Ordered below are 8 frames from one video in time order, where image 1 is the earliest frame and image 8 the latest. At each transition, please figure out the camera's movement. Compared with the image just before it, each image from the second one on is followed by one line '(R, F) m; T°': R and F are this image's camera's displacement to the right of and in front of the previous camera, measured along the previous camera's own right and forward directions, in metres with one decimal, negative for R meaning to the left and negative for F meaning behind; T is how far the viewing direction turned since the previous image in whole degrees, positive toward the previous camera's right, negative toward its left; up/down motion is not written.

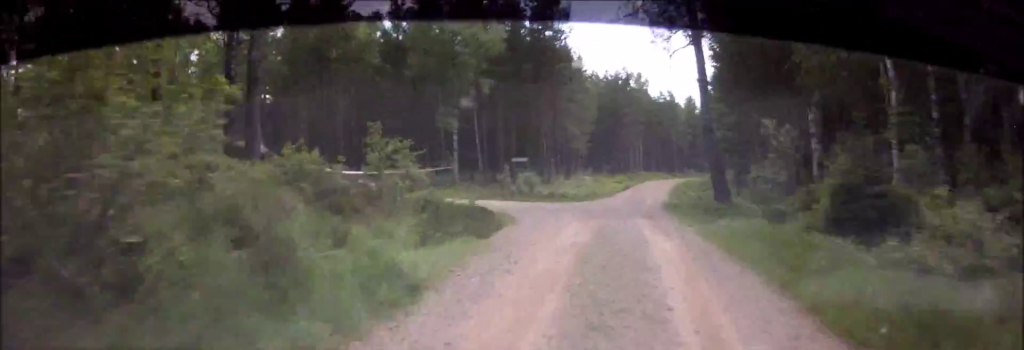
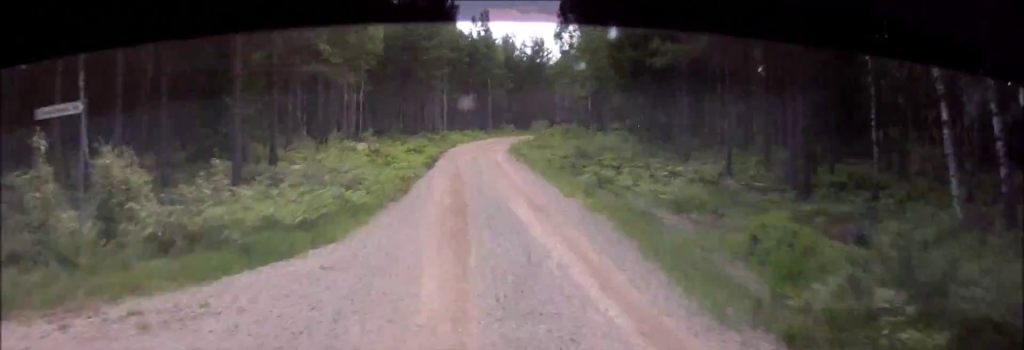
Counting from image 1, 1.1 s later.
(-0.8, +31.4) m; 0°
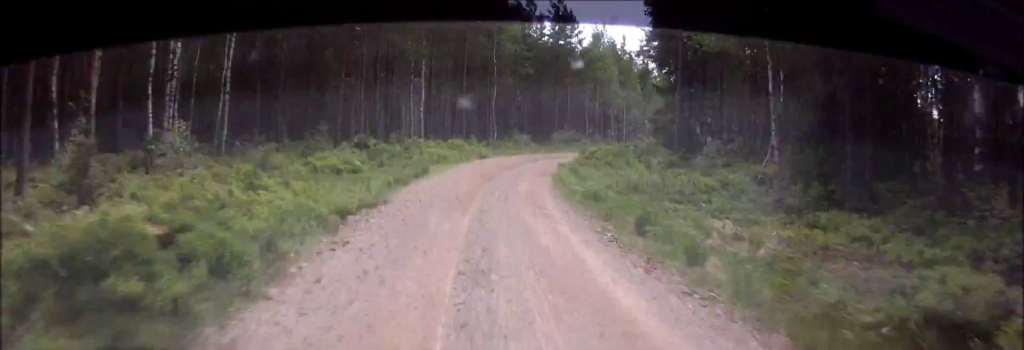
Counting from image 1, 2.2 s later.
(+0.9, +30.2) m; +2°
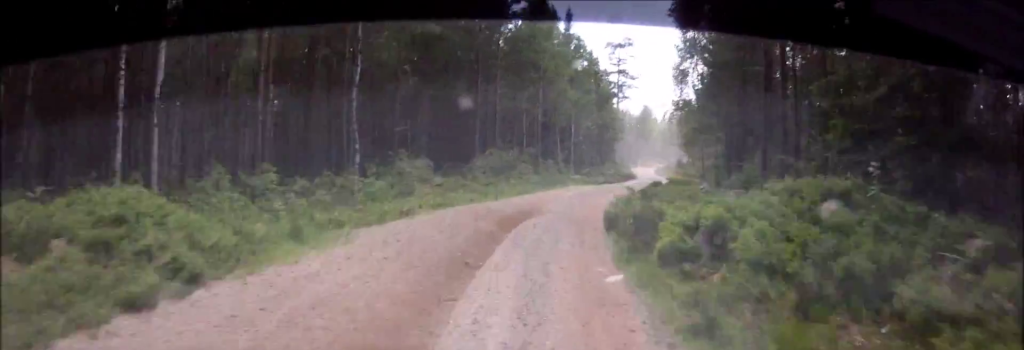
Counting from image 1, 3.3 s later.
(0.0, +27.8) m; +1°
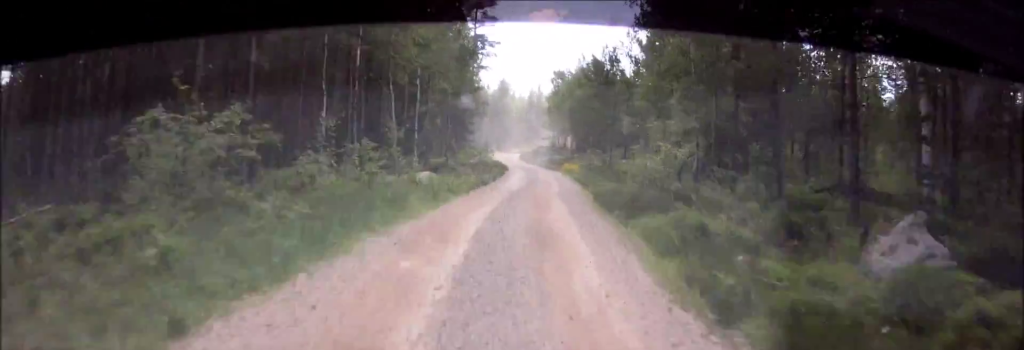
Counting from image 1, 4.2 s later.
(+0.1, +21.9) m; +3°
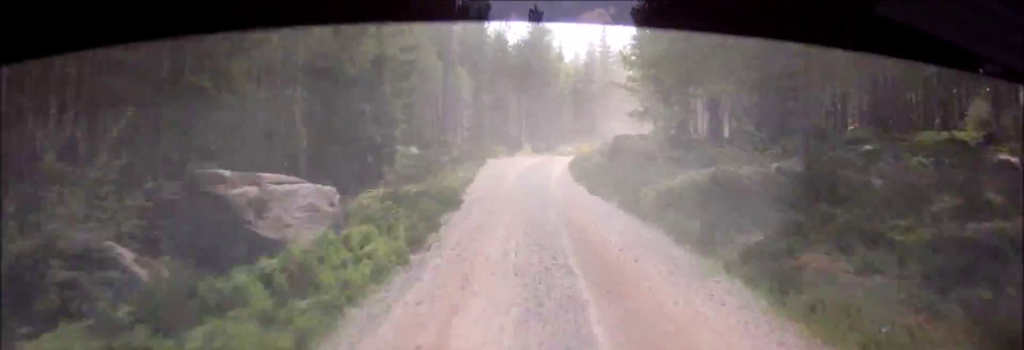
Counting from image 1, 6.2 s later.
(+7.4, +49.1) m; +17°
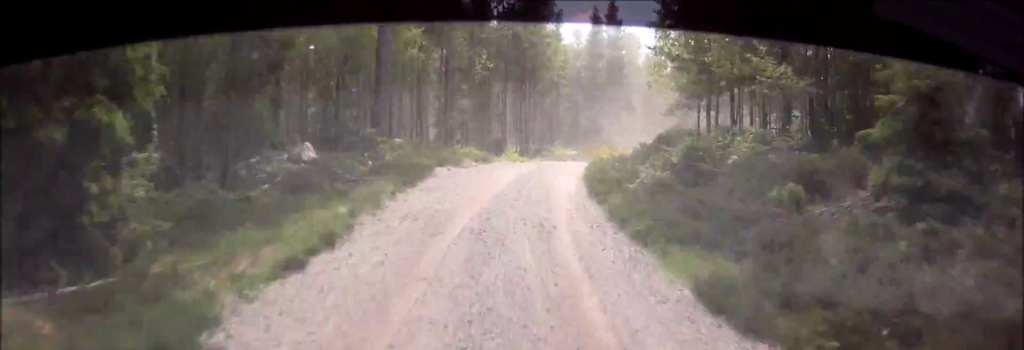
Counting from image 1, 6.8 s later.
(+0.3, +13.7) m; +3°
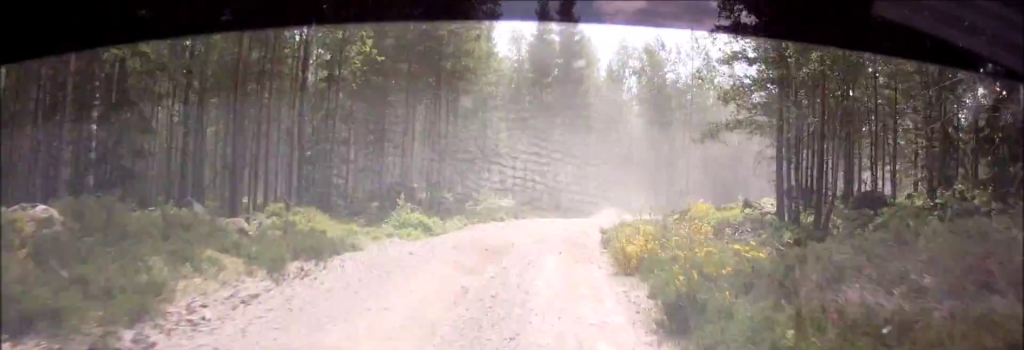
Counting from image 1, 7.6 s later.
(+0.9, +18.8) m; +2°
